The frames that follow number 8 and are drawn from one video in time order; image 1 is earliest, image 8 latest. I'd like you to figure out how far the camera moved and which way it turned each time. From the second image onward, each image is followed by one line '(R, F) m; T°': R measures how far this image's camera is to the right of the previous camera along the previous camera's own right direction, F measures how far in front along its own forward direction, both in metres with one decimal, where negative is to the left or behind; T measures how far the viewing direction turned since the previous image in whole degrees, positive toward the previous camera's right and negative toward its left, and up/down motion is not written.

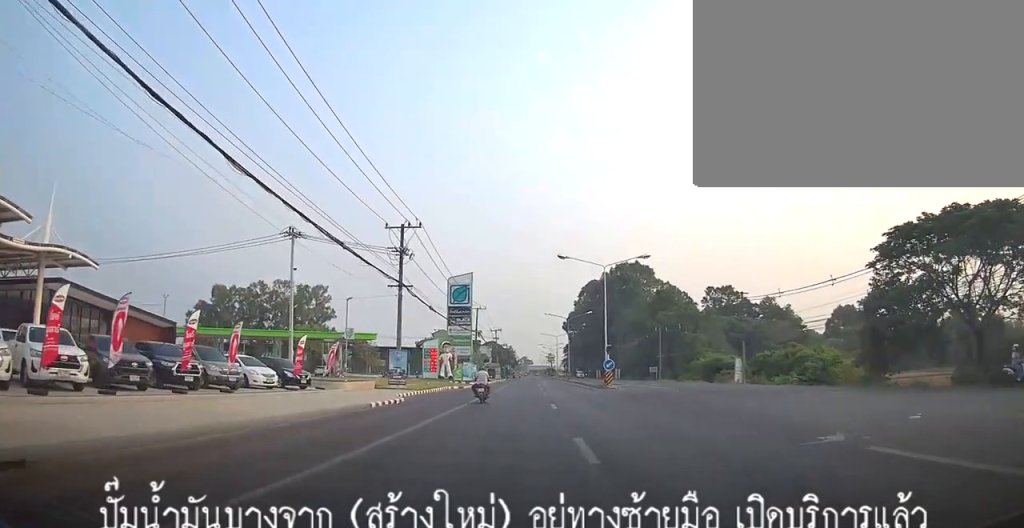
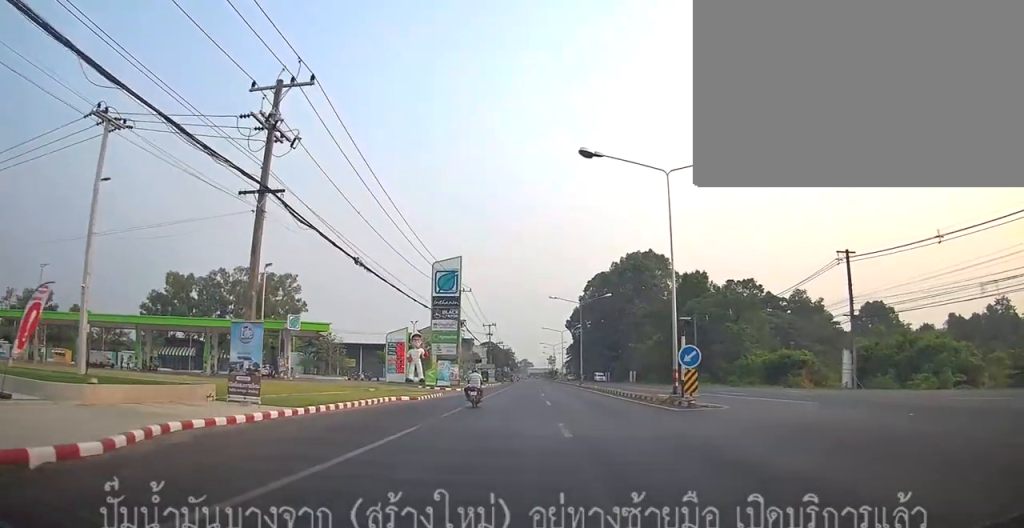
(0.0, +20.7) m; 0°
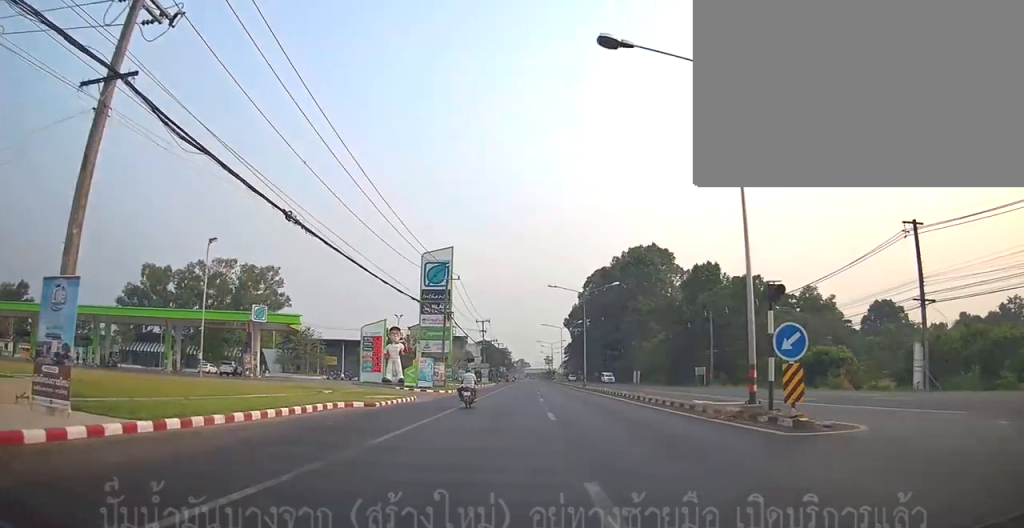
(0.0, +8.1) m; 0°
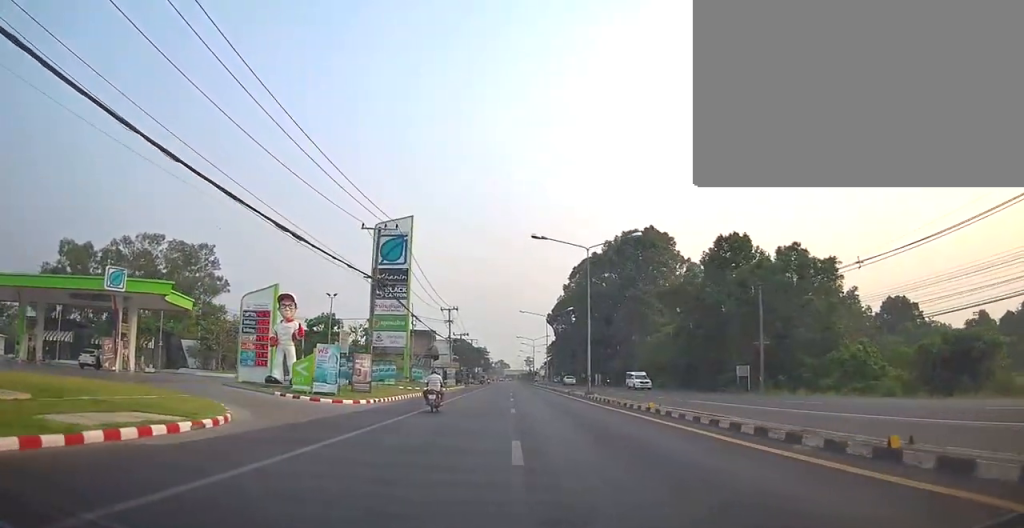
(0.0, +20.0) m; +2°
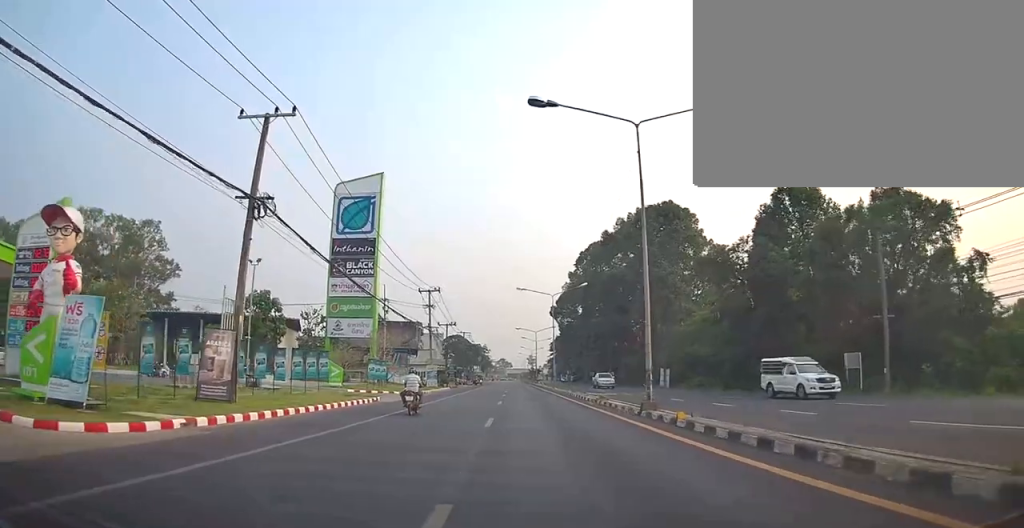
(+0.8, +17.5) m; +1°
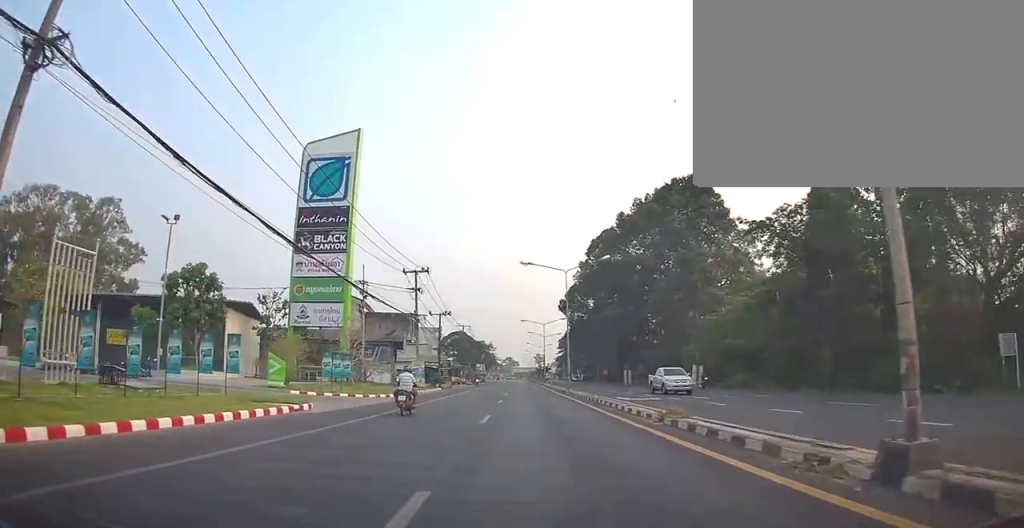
(-0.4, +11.5) m; -2°
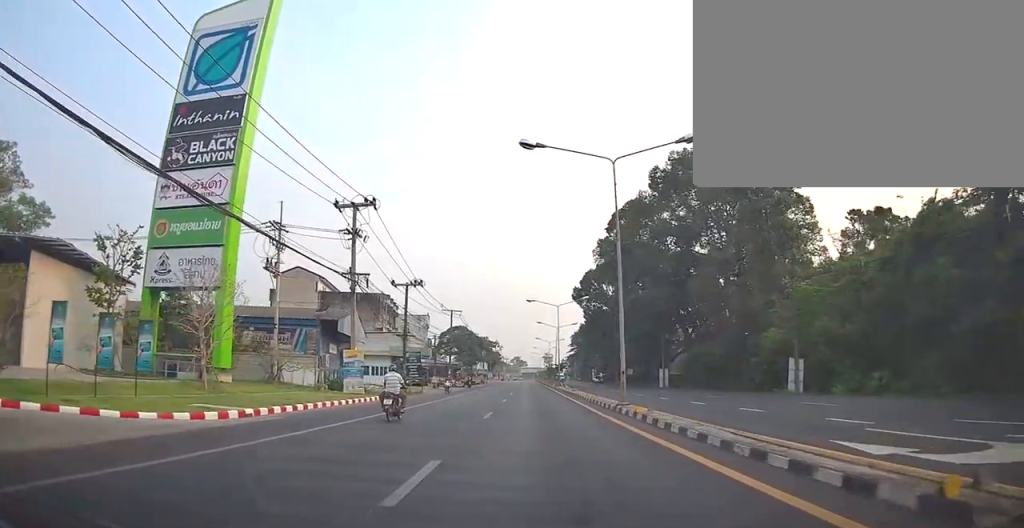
(-0.5, +21.7) m; -1°
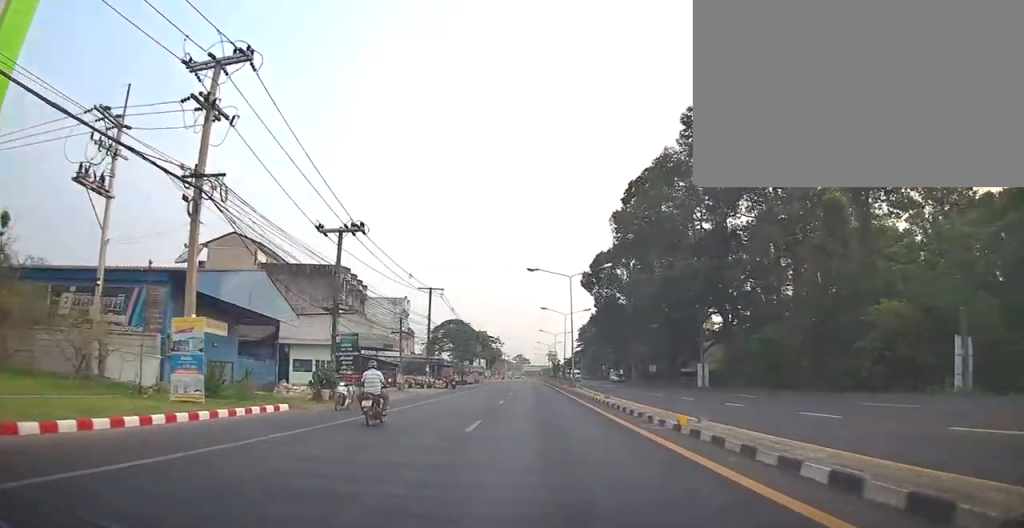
(0.0, +16.9) m; 0°
